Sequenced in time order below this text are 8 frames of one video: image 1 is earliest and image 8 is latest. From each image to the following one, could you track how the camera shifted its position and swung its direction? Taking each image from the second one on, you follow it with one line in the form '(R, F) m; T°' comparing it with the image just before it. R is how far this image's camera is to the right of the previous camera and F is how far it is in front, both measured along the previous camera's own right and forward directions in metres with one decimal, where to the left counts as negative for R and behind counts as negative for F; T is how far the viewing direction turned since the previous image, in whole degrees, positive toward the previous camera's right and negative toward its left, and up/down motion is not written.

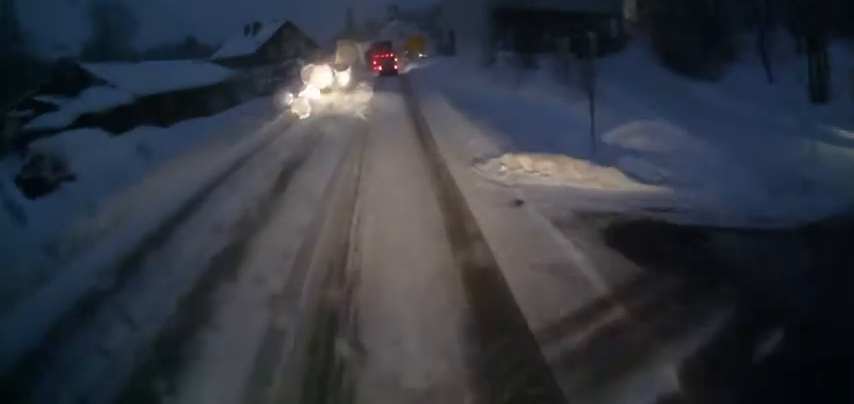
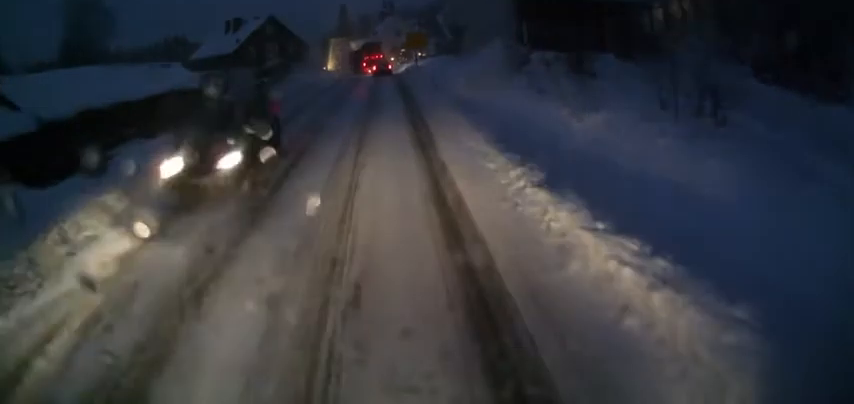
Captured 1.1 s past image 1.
(+0.1, +8.0) m; -4°
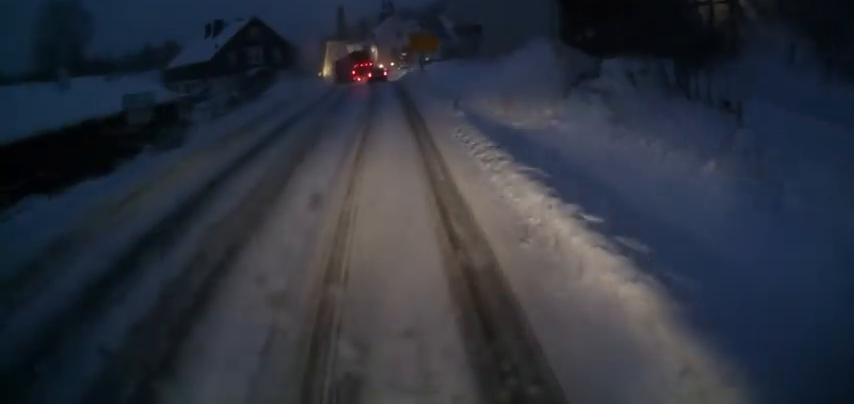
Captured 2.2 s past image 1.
(-0.6, +7.9) m; -4°
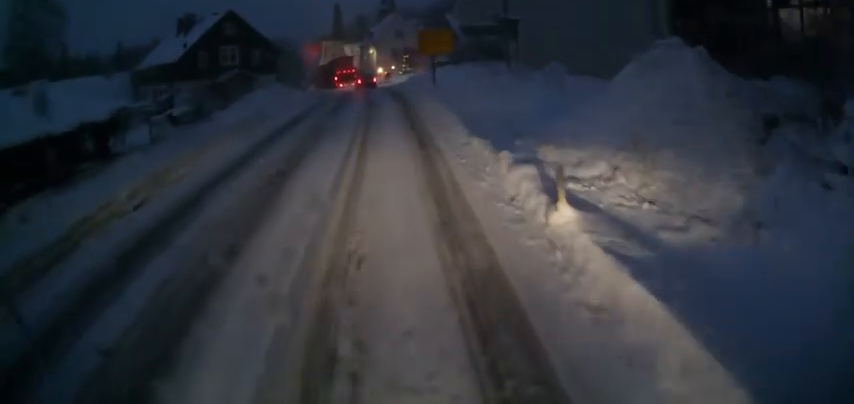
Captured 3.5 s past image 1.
(0.0, +9.7) m; 0°
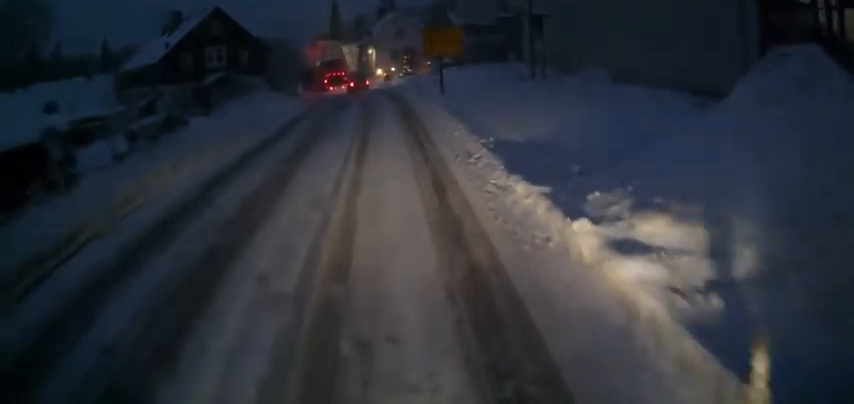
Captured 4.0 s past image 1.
(0.0, +4.1) m; 0°
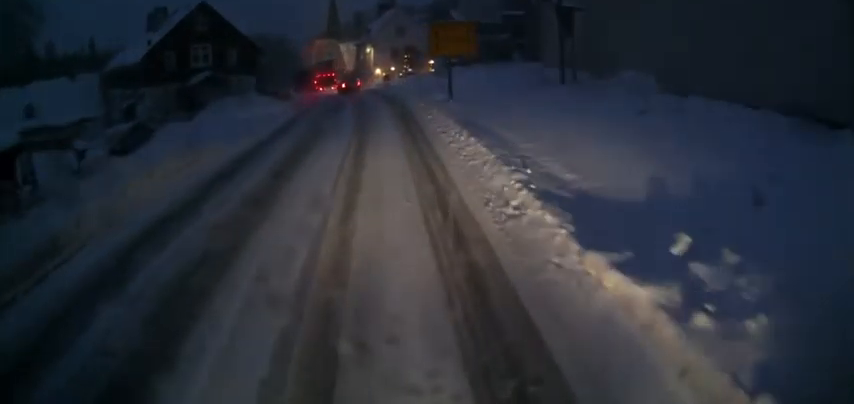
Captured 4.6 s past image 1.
(0.0, +3.8) m; 0°
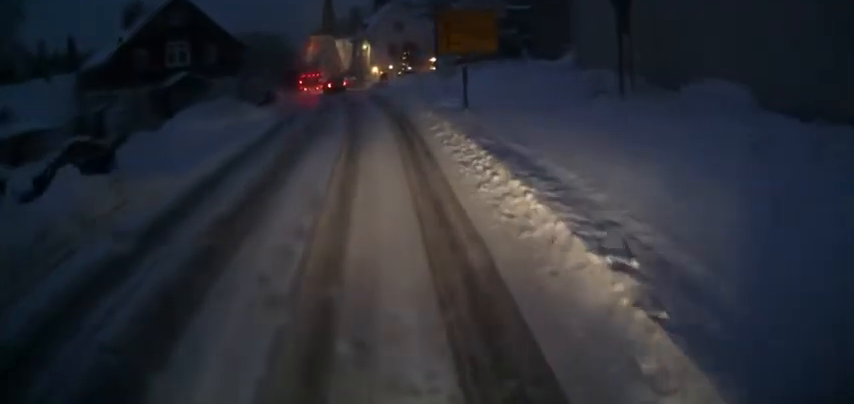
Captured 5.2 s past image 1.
(0.0, +4.7) m; +2°
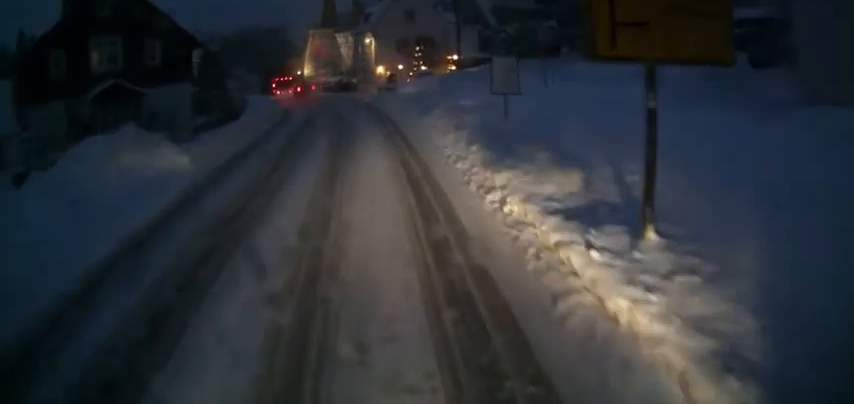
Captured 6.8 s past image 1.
(+0.6, +11.4) m; 0°
